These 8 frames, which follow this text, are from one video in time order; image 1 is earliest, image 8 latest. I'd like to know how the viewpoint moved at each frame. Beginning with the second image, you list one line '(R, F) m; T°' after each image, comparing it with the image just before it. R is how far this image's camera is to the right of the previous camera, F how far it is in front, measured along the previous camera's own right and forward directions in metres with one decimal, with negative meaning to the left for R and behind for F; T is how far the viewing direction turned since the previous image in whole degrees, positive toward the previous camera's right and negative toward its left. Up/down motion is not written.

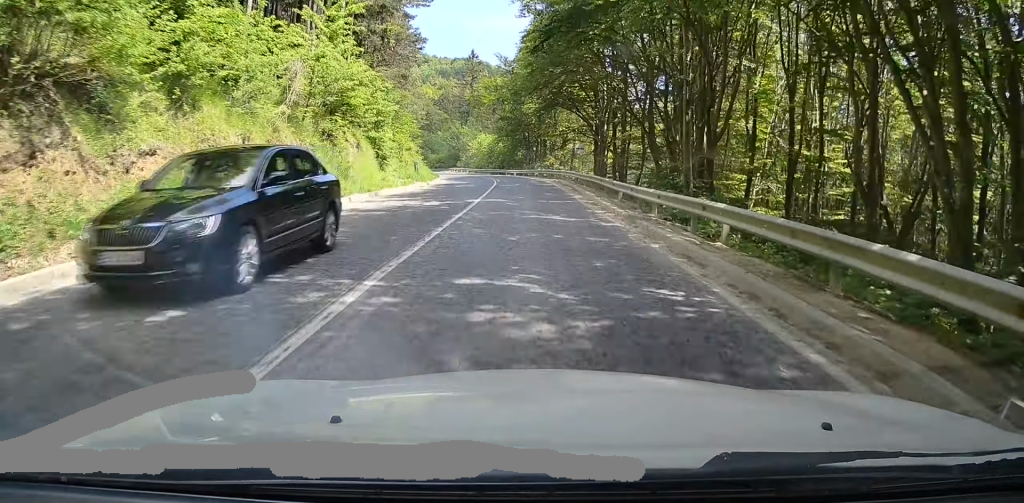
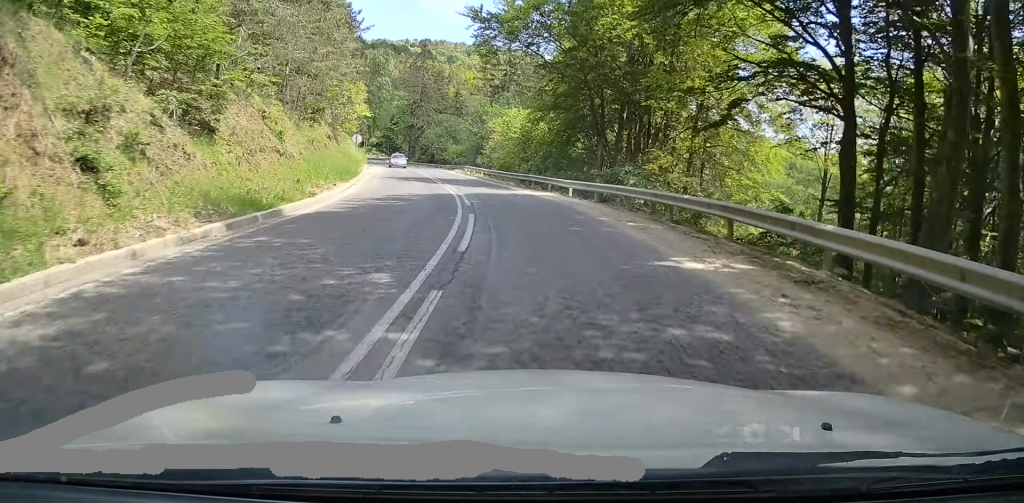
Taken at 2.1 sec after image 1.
(-0.9, +42.2) m; -4°
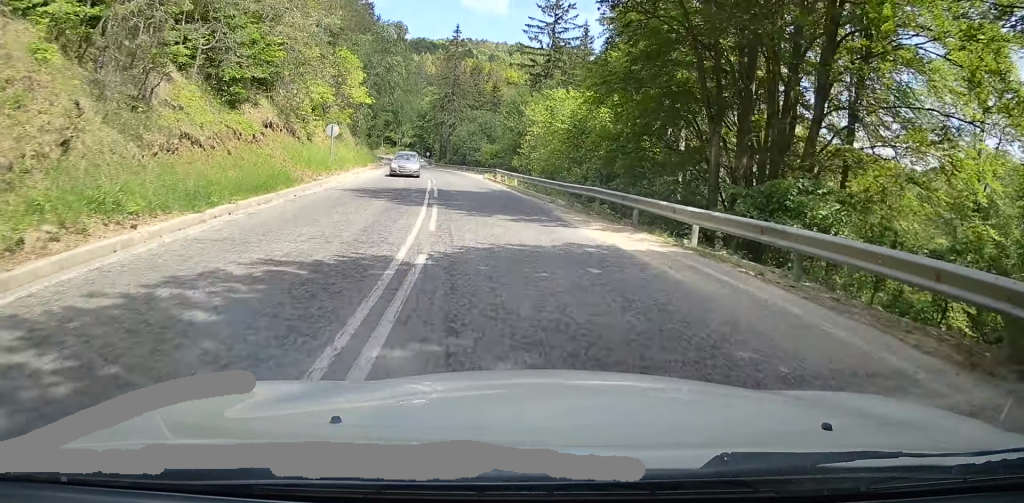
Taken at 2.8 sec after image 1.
(-0.3, +15.2) m; -2°
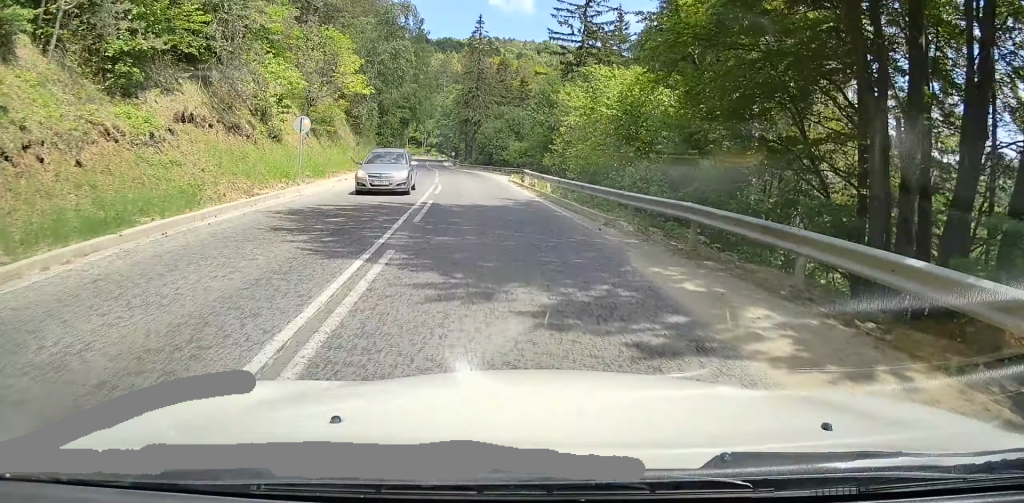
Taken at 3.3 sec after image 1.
(+0.1, +8.4) m; -2°
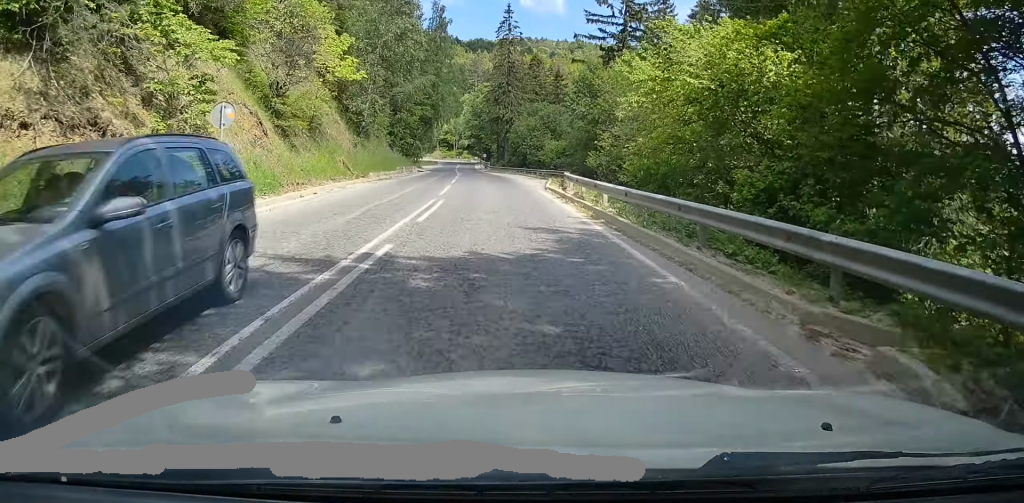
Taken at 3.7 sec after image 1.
(-0.1, +9.0) m; -2°
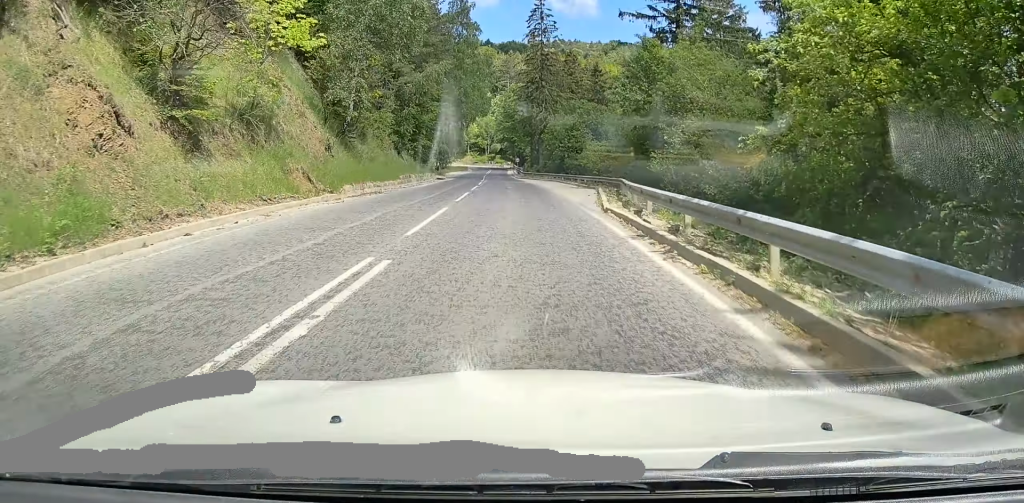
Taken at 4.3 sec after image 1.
(-0.3, +10.3) m; -4°
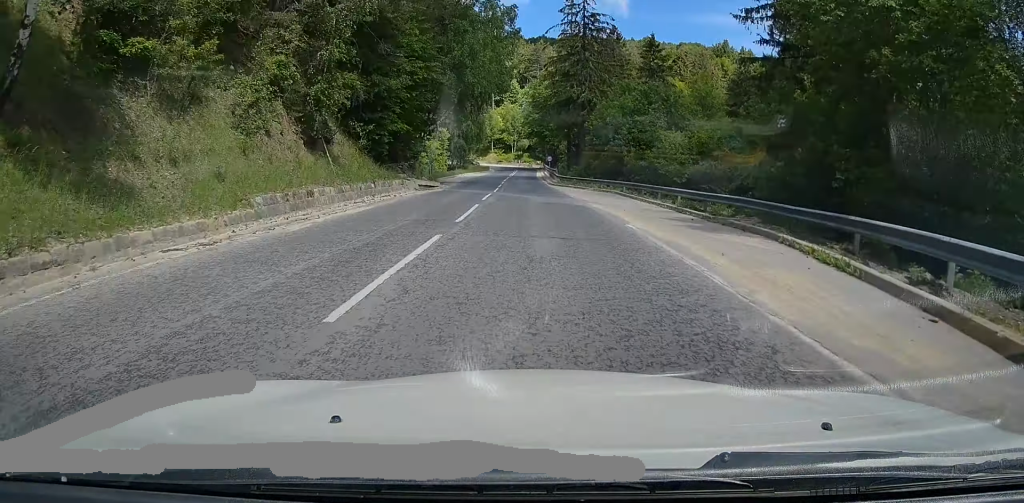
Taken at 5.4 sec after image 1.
(-1.6, +23.0) m; -5°
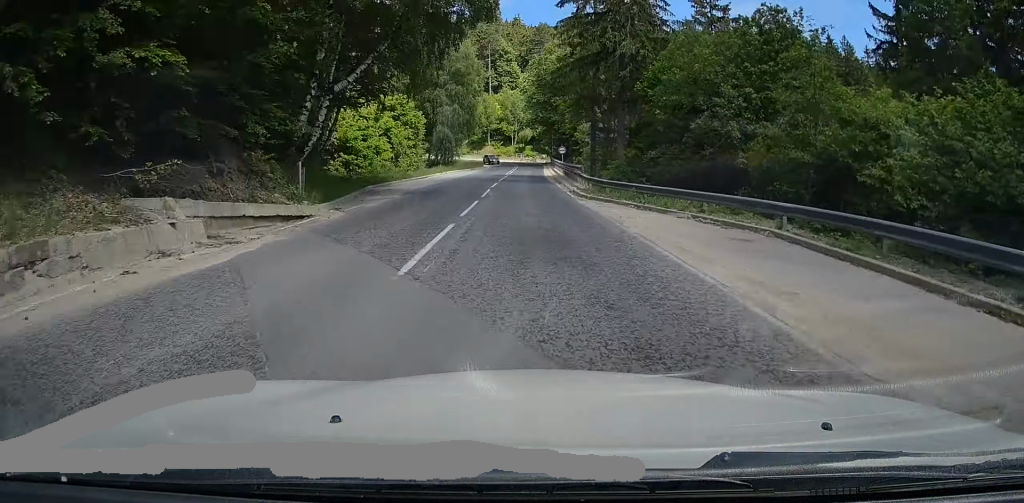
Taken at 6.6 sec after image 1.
(0.0, +25.1) m; 0°
